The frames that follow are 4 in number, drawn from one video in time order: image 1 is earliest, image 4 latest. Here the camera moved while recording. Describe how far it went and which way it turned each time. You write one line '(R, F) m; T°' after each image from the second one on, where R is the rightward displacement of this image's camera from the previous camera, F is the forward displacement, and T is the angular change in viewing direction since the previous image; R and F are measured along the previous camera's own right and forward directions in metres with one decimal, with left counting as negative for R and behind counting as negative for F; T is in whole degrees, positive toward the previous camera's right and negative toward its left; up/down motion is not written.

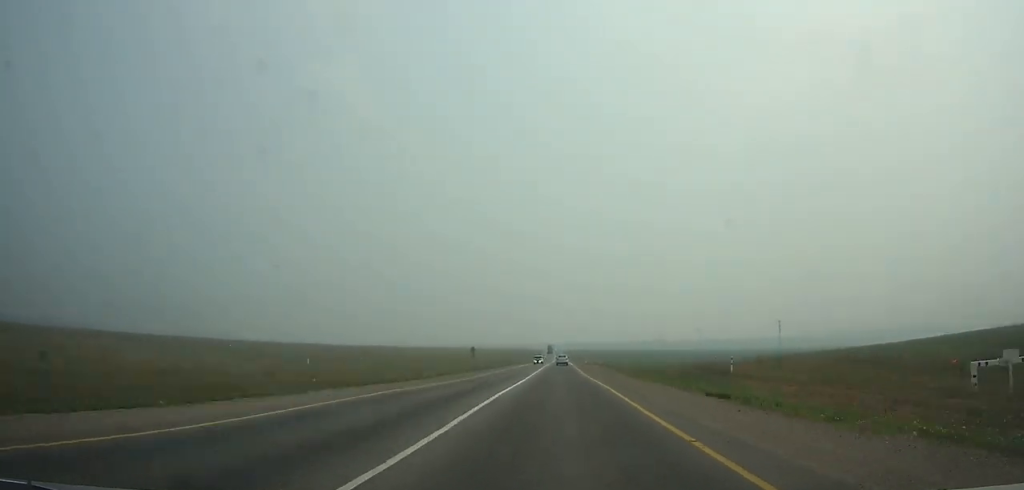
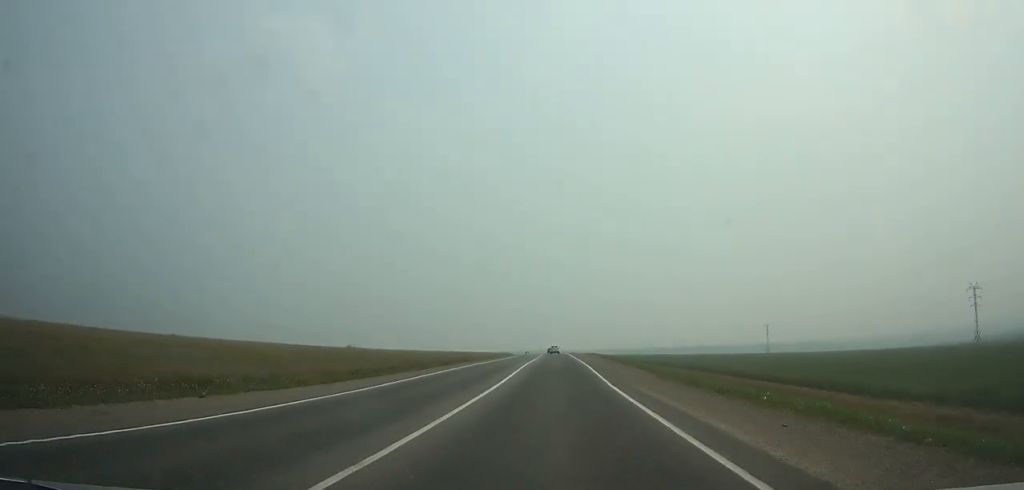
(-0.4, +217.0) m; -1°
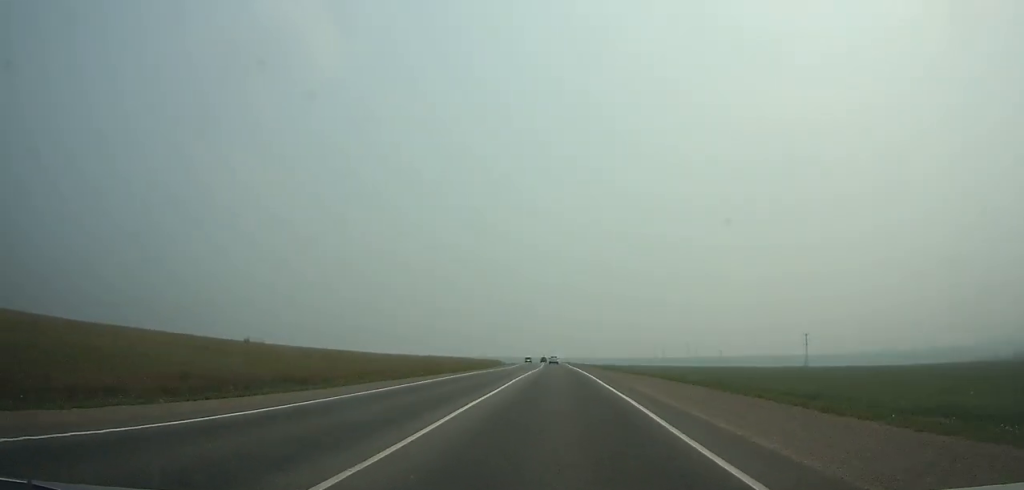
(-0.8, +61.2) m; -1°
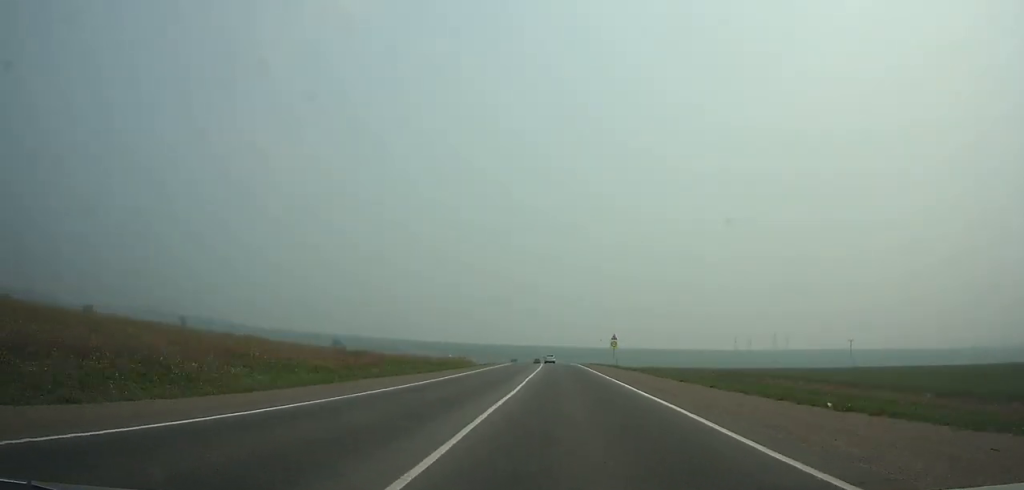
(-5.5, +179.1) m; -6°
